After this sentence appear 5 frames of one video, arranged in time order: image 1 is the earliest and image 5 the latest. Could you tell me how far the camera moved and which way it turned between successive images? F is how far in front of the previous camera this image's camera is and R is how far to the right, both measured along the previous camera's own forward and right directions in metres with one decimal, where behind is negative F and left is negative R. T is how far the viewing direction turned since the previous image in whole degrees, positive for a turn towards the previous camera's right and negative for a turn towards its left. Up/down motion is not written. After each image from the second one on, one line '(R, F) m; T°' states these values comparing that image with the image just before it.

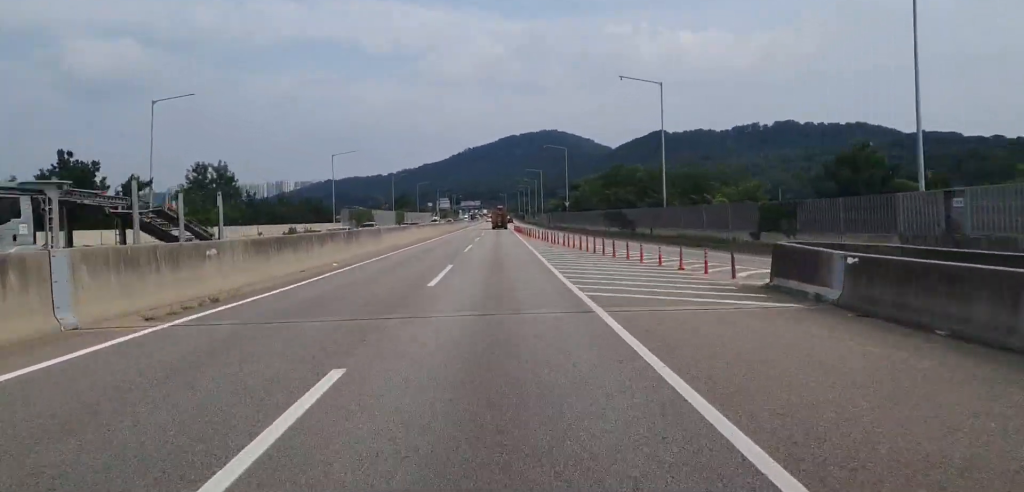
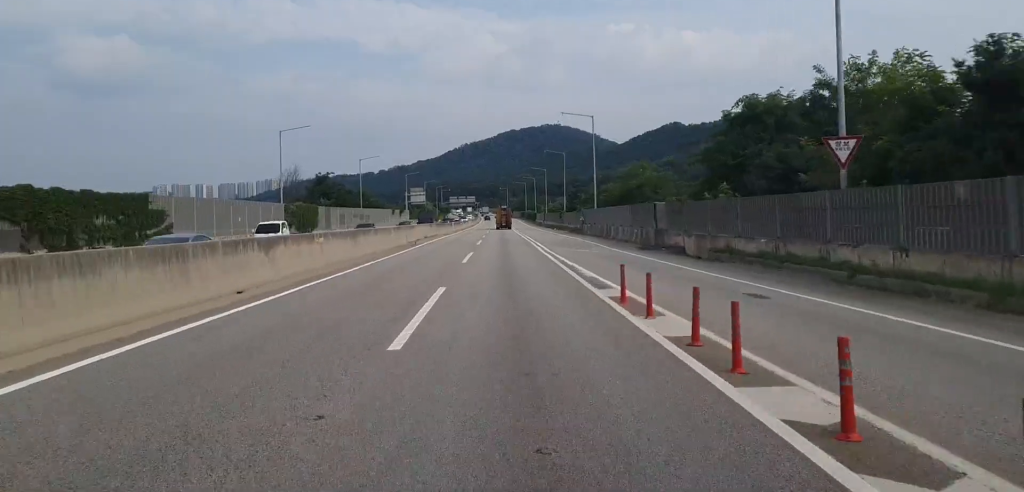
(0.0, +90.1) m; 0°
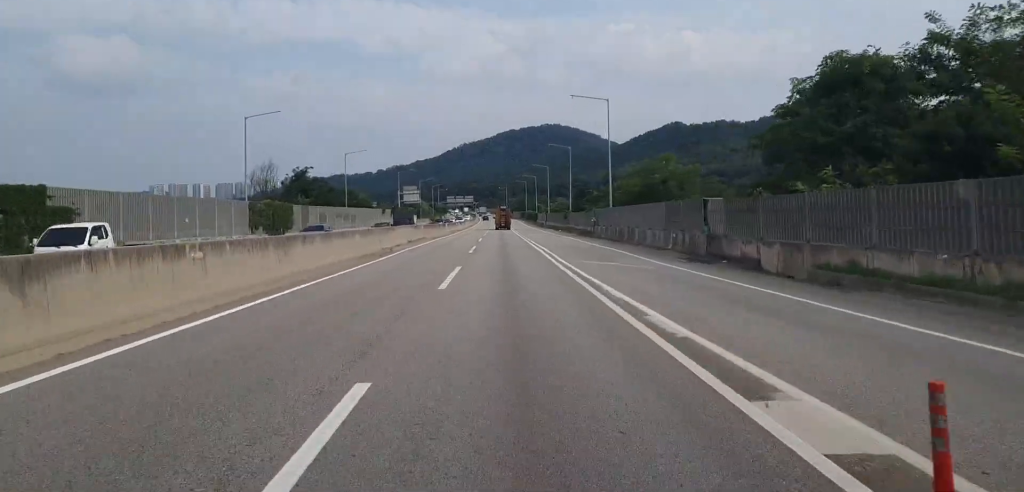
(+0.4, +11.6) m; +1°
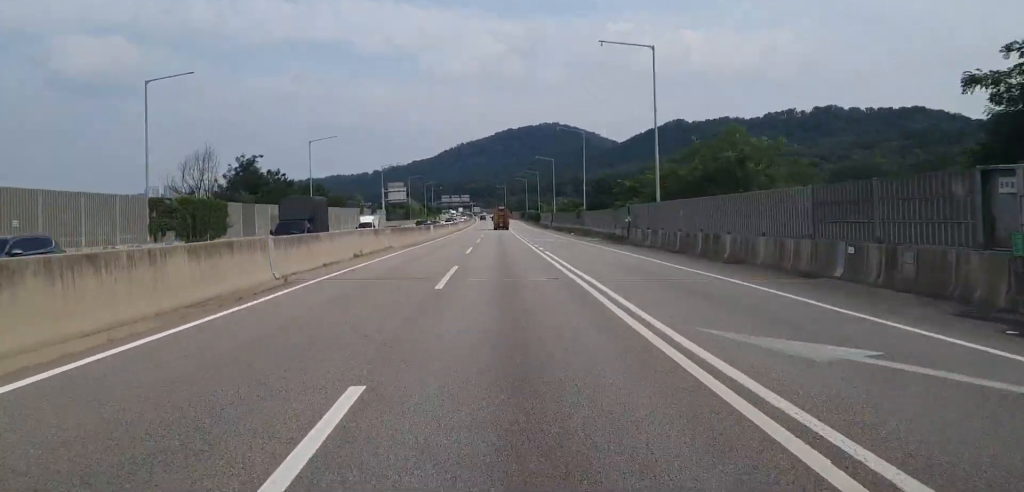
(+0.1, +20.8) m; 0°
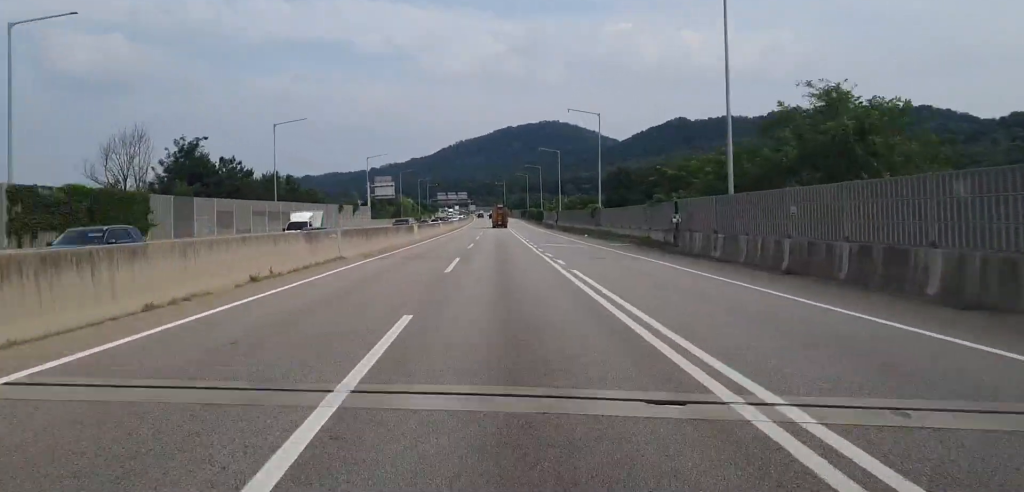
(-0.2, +15.1) m; 0°
